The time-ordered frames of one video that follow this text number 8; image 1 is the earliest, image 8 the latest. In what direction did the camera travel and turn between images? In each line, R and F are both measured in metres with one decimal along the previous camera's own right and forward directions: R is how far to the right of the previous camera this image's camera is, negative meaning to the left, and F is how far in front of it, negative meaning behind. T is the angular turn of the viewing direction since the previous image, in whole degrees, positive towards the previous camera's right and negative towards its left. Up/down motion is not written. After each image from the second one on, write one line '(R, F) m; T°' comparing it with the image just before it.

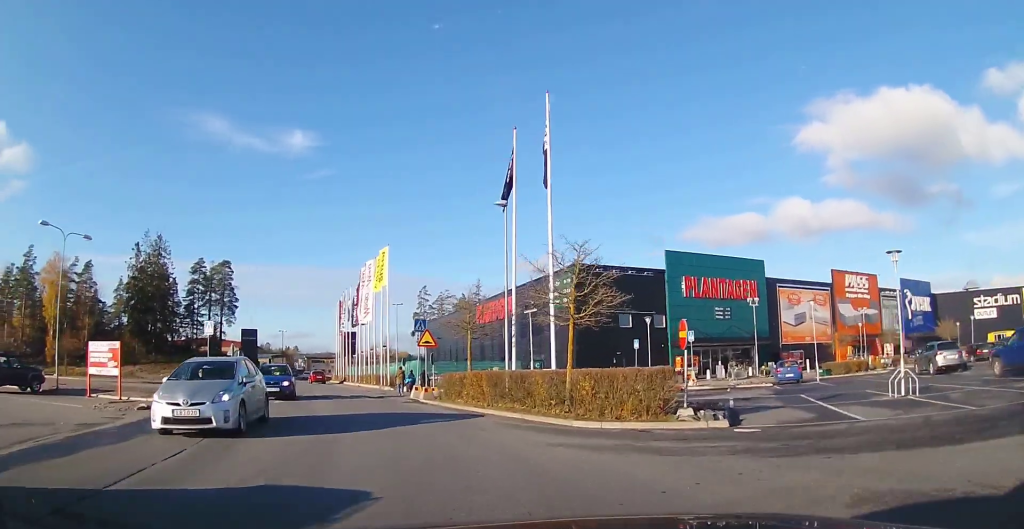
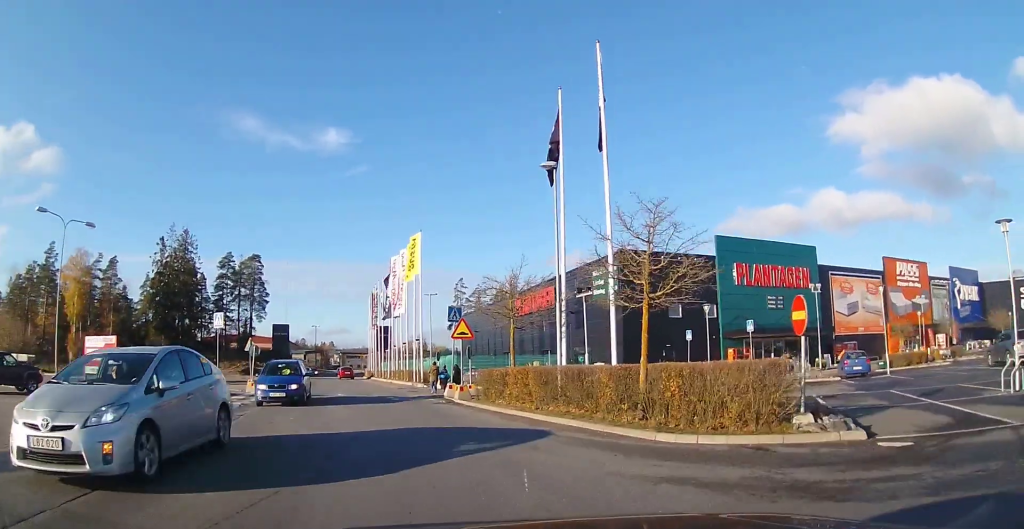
(-0.4, +2.8) m; -6°
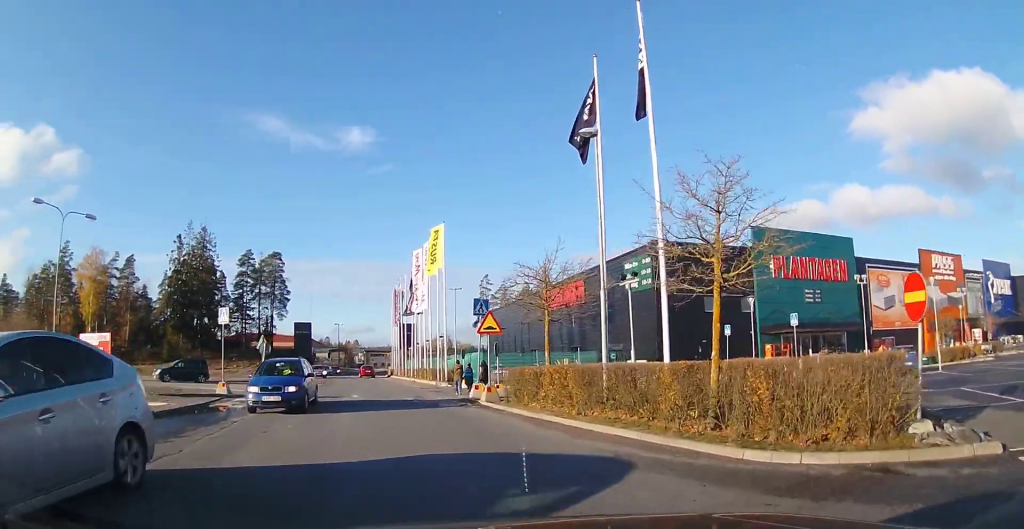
(0.0, +2.0) m; +2°
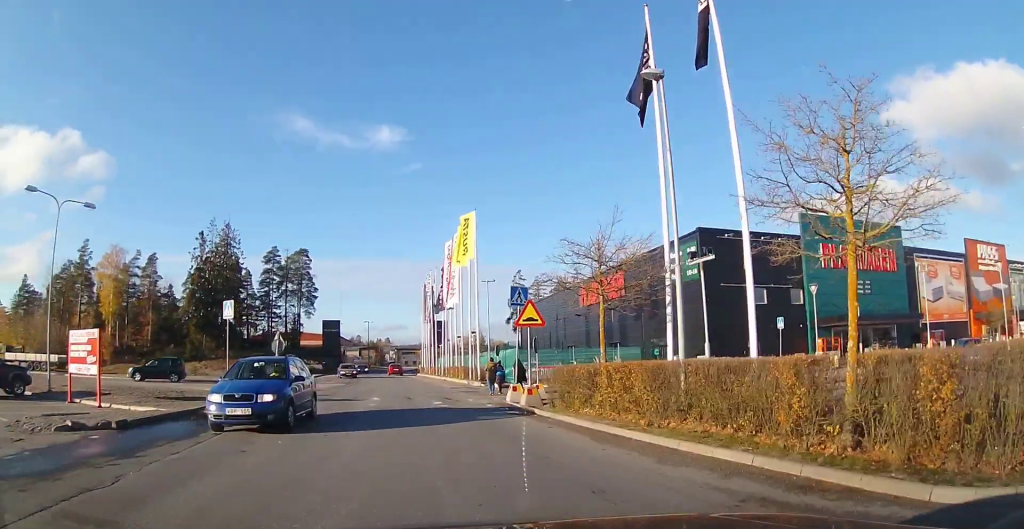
(0.0, +2.7) m; +2°
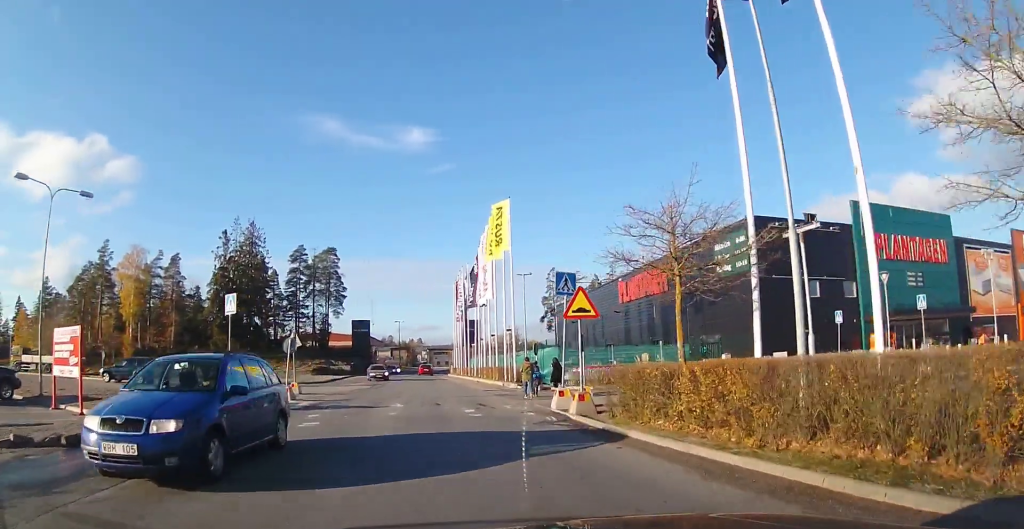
(+0.2, +2.6) m; 0°
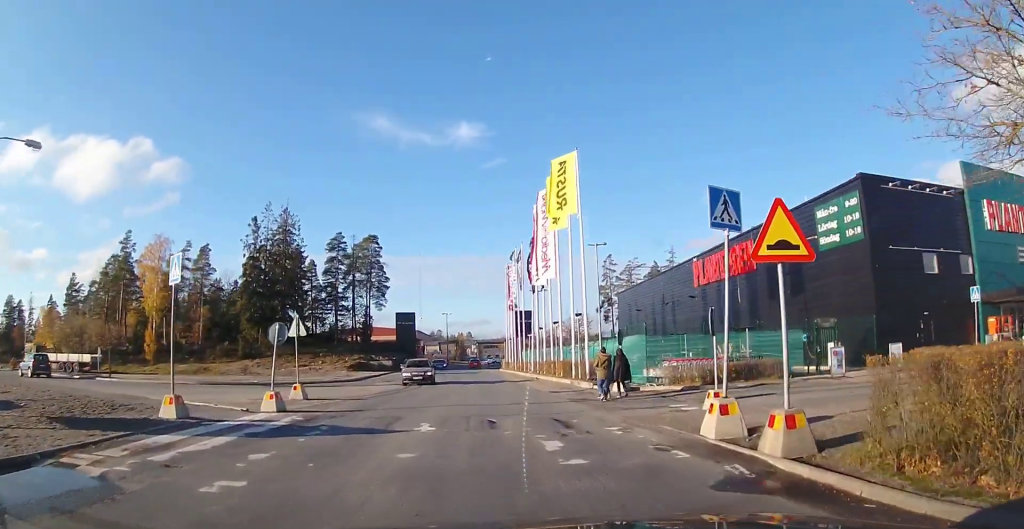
(-0.2, +6.4) m; -5°
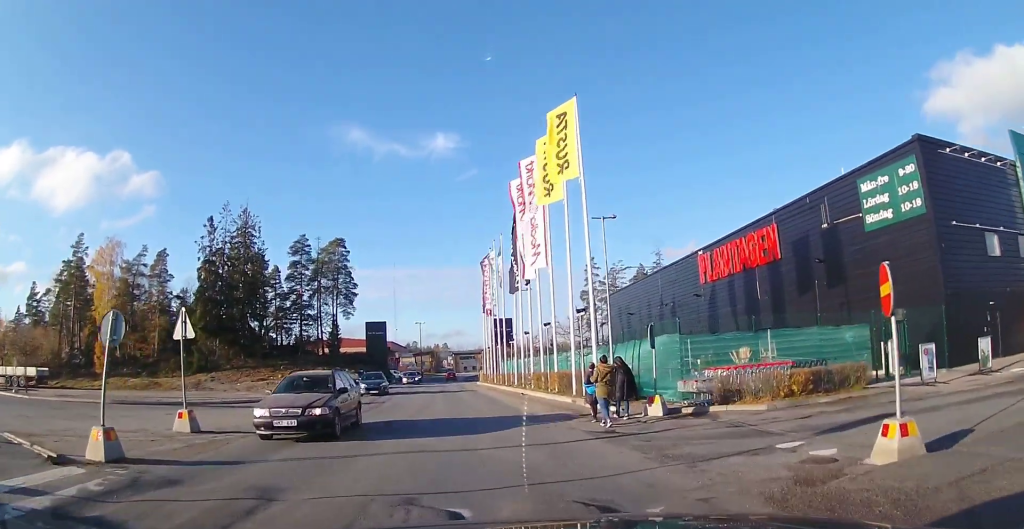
(0.0, +5.6) m; -1°
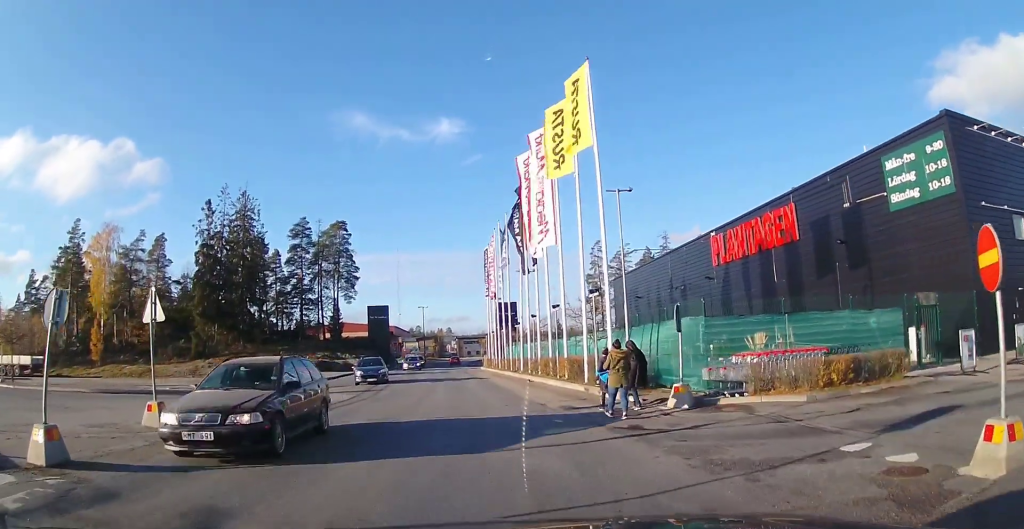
(-0.1, +1.3) m; 0°
